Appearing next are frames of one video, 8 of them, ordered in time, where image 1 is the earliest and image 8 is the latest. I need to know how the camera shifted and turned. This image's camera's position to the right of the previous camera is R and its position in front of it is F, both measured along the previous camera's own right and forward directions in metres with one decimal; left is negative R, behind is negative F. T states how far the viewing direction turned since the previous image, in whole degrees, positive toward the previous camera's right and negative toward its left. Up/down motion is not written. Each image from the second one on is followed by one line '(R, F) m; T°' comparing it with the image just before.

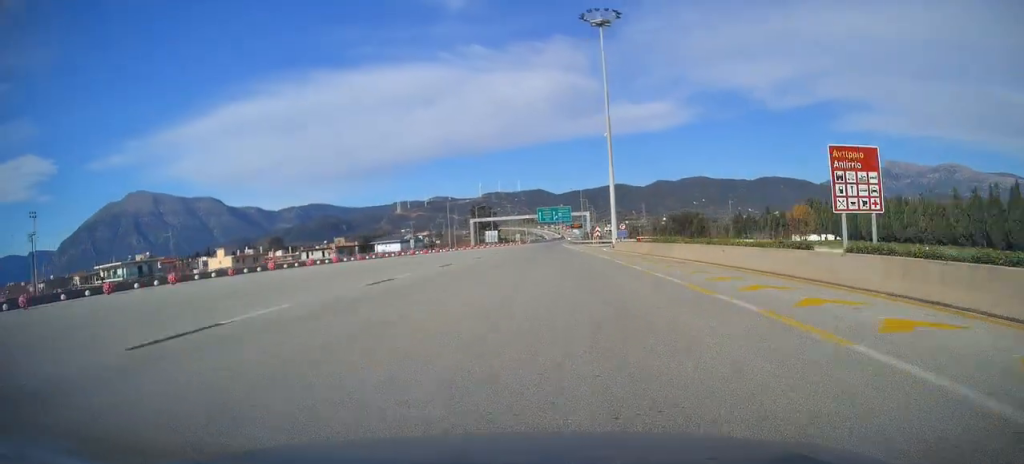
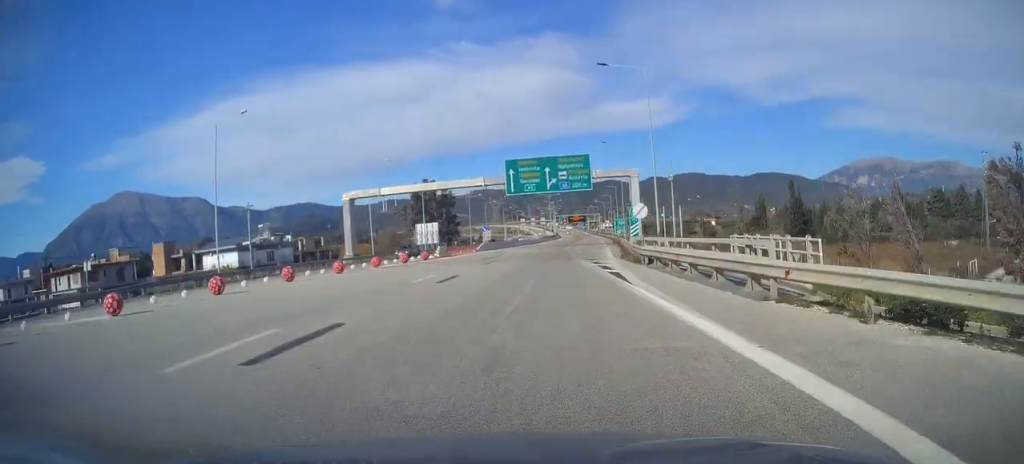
(+1.0, +115.5) m; +2°
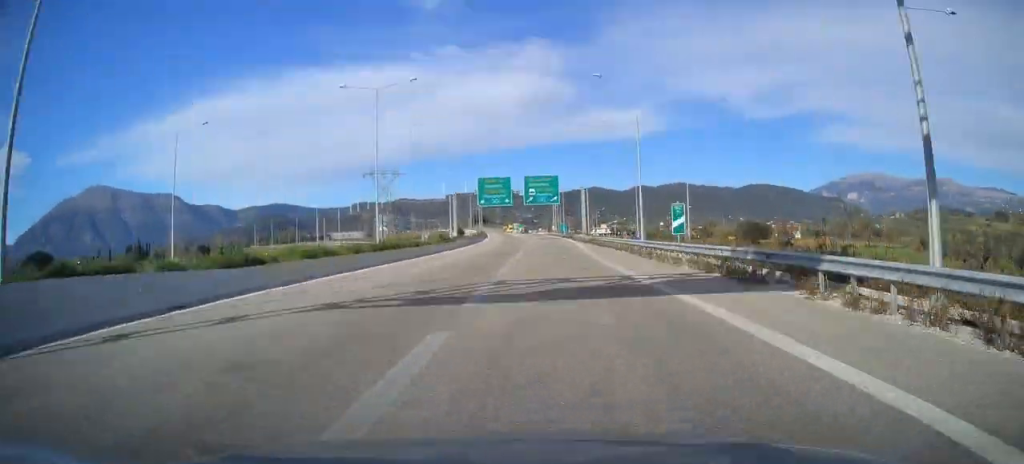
(+5.9, +254.1) m; 0°
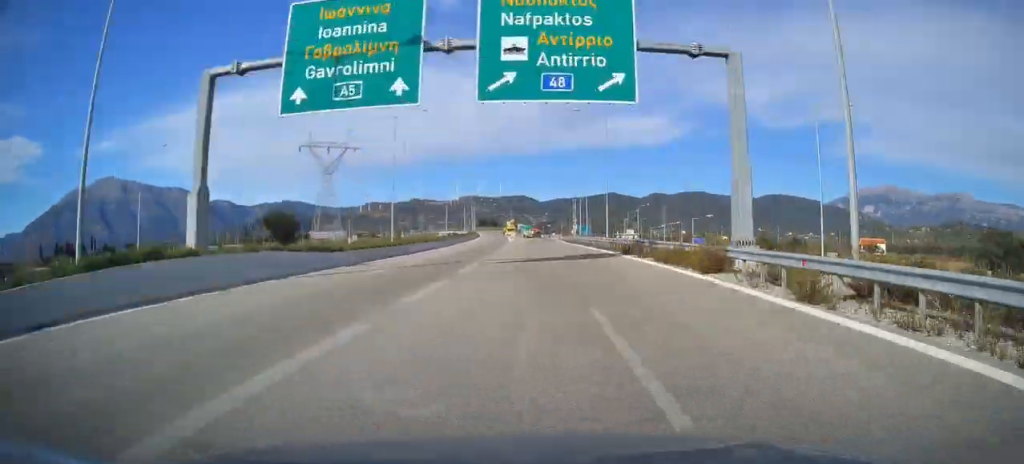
(-1.0, +68.6) m; -1°
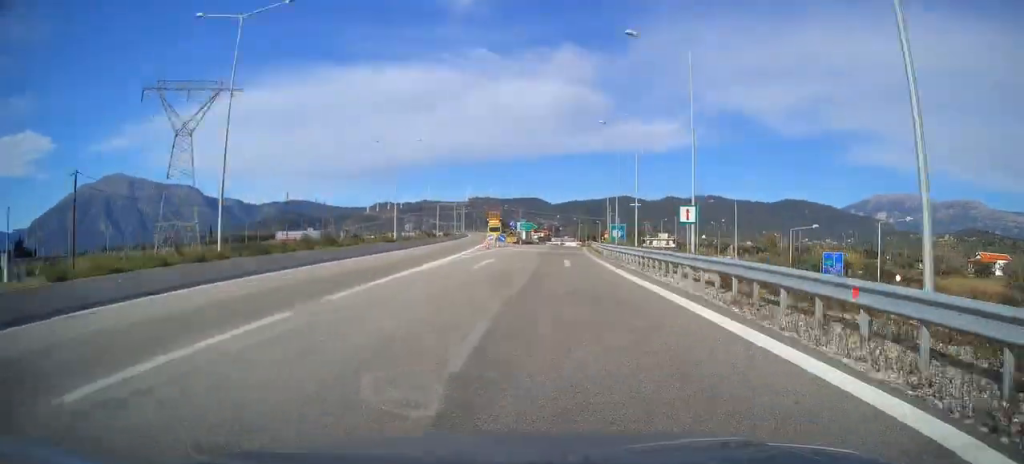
(-0.3, +63.2) m; +1°
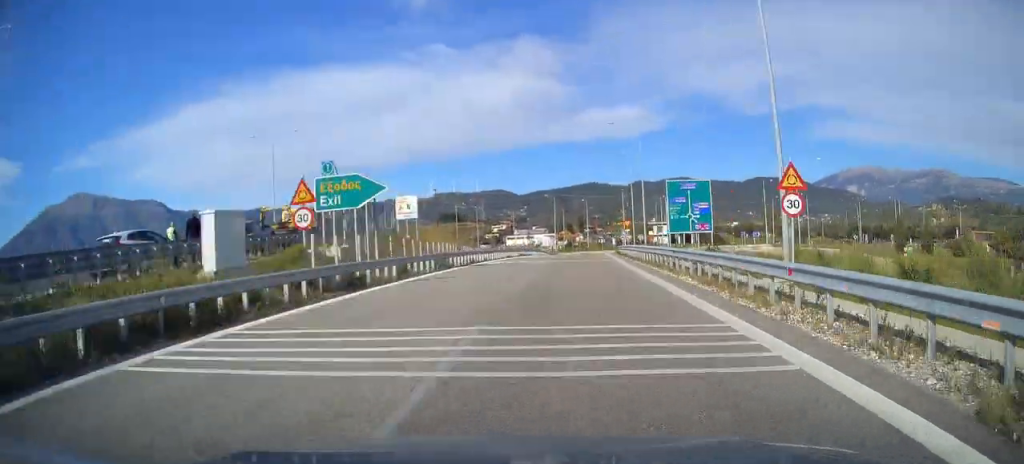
(+1.4, +81.4) m; +7°
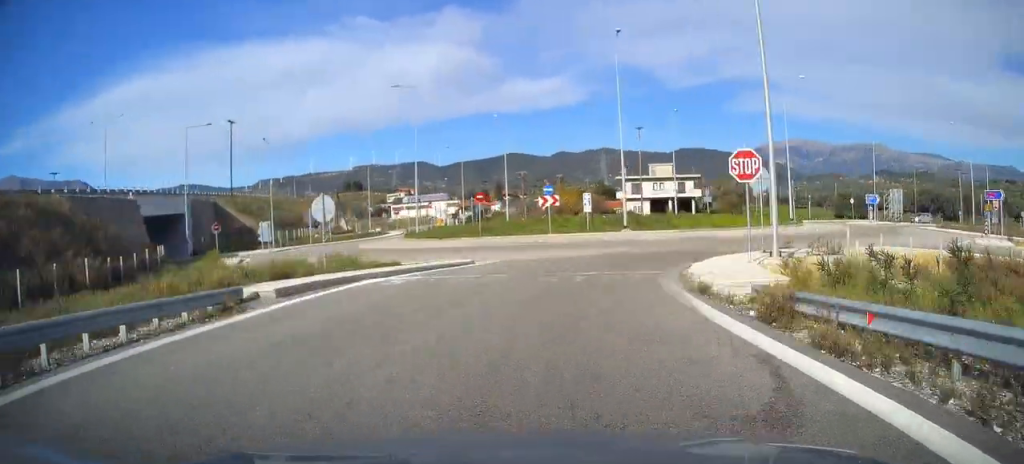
(+7.8, +73.7) m; +24°
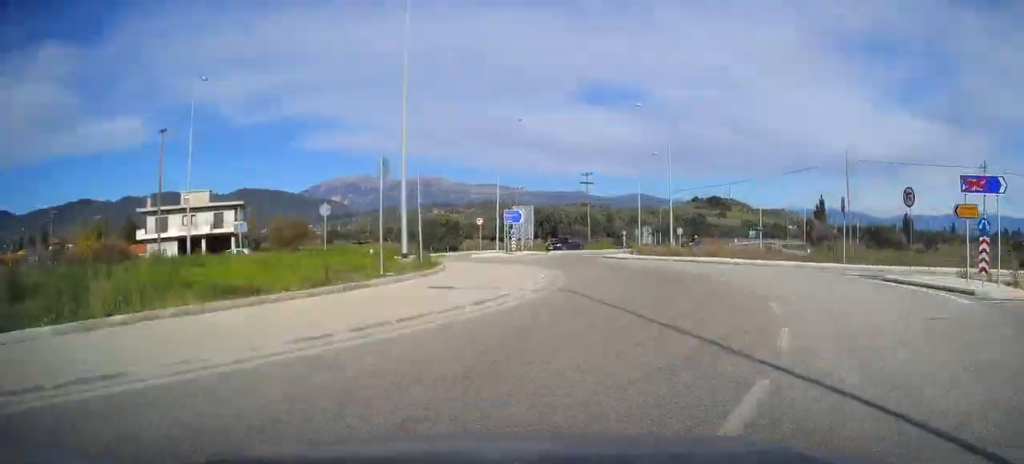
(+0.4, +37.6) m; +20°
